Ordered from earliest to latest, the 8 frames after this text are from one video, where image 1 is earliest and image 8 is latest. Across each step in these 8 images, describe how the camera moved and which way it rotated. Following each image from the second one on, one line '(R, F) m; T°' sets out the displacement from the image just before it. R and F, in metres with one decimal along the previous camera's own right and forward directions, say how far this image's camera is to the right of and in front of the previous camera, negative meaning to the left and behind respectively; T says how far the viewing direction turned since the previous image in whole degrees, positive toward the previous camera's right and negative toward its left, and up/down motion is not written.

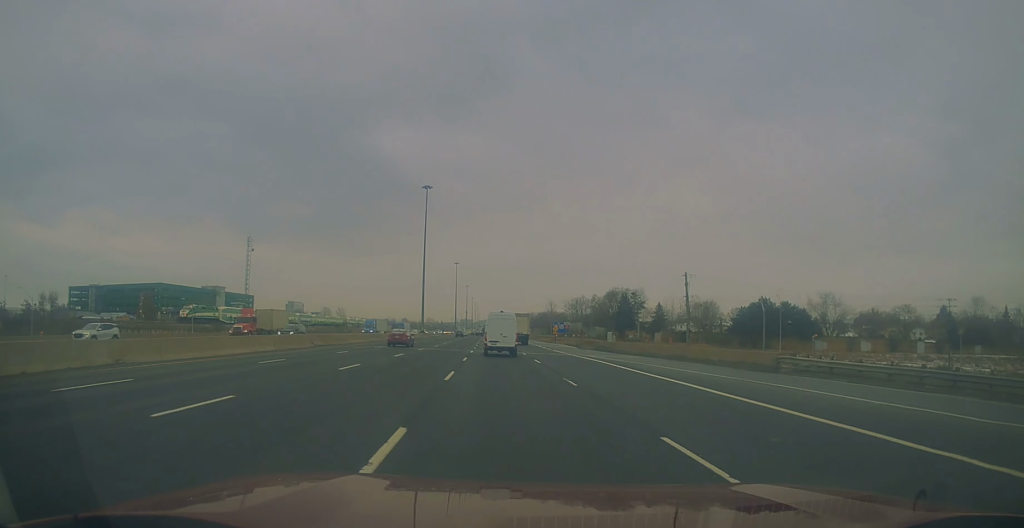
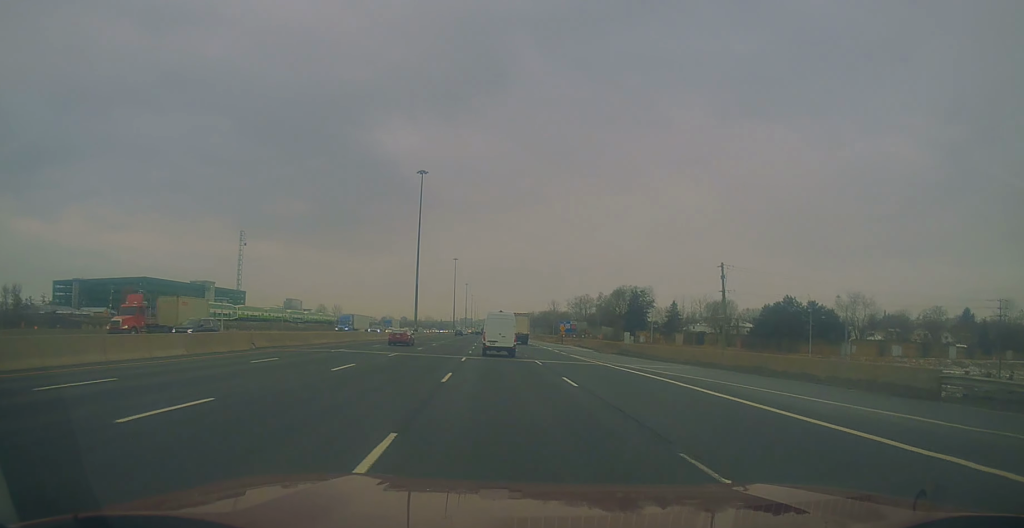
(+0.2, +12.7) m; +1°
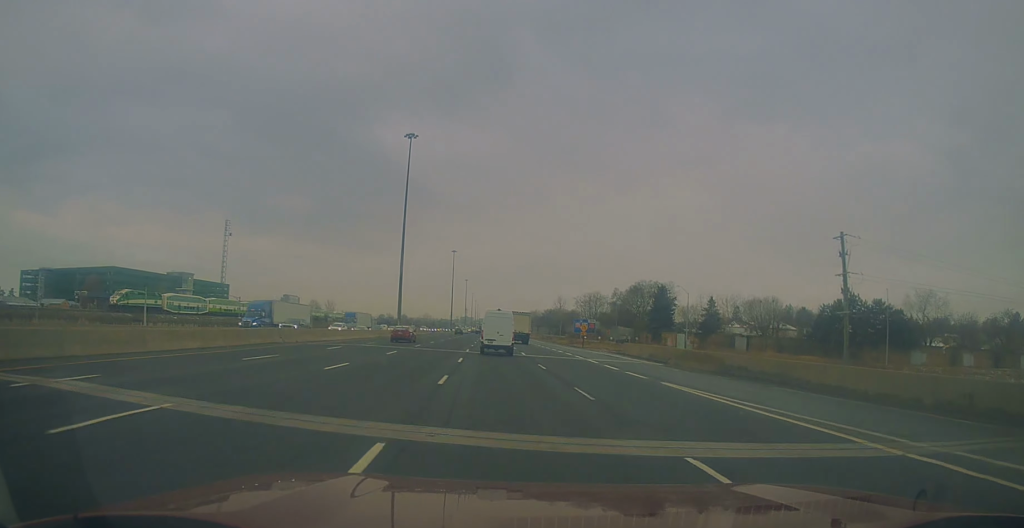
(-0.1, +24.4) m; 0°
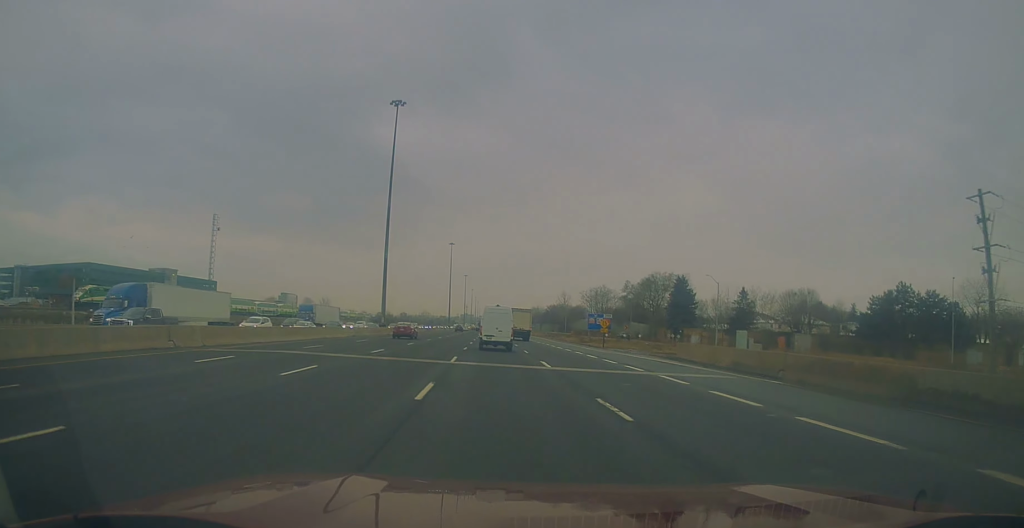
(0.0, +15.6) m; 0°
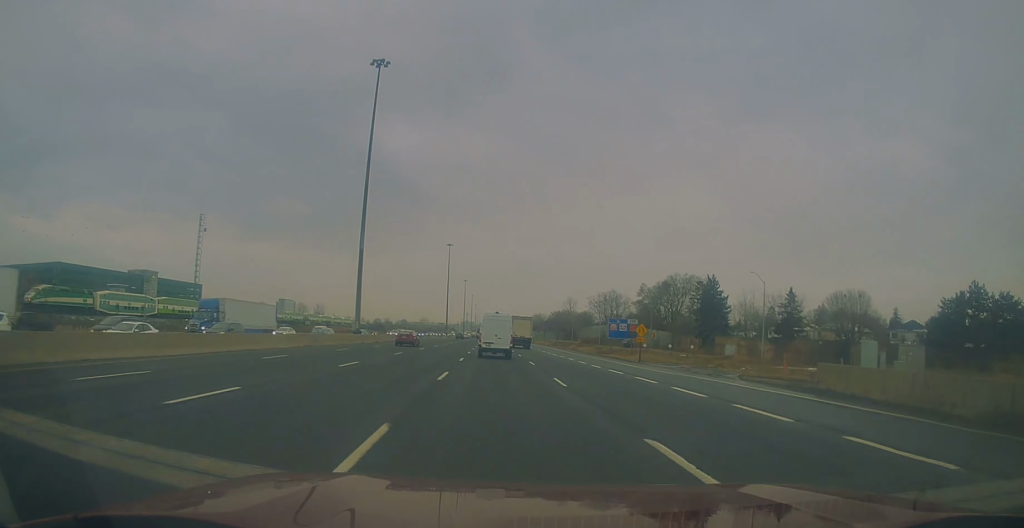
(-0.1, +17.6) m; +1°
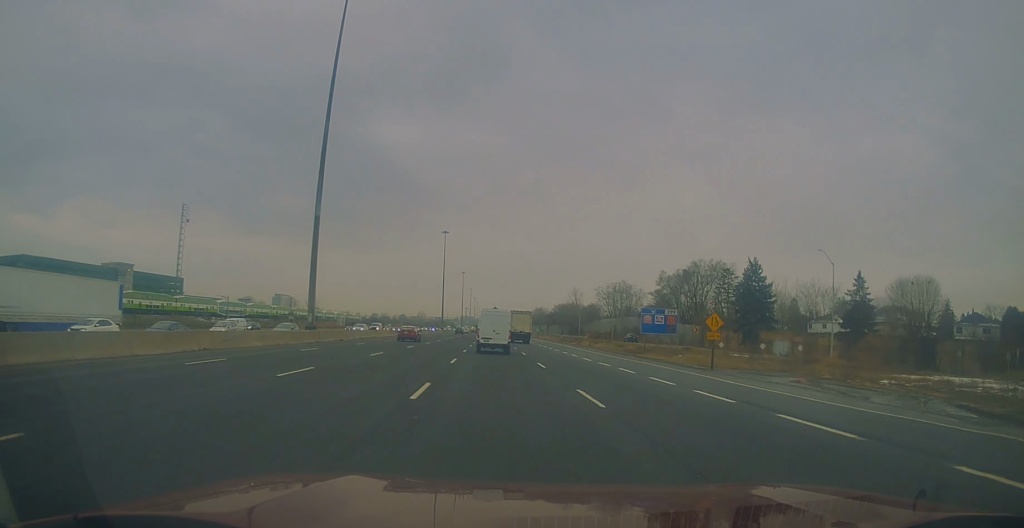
(+0.3, +18.6) m; 0°
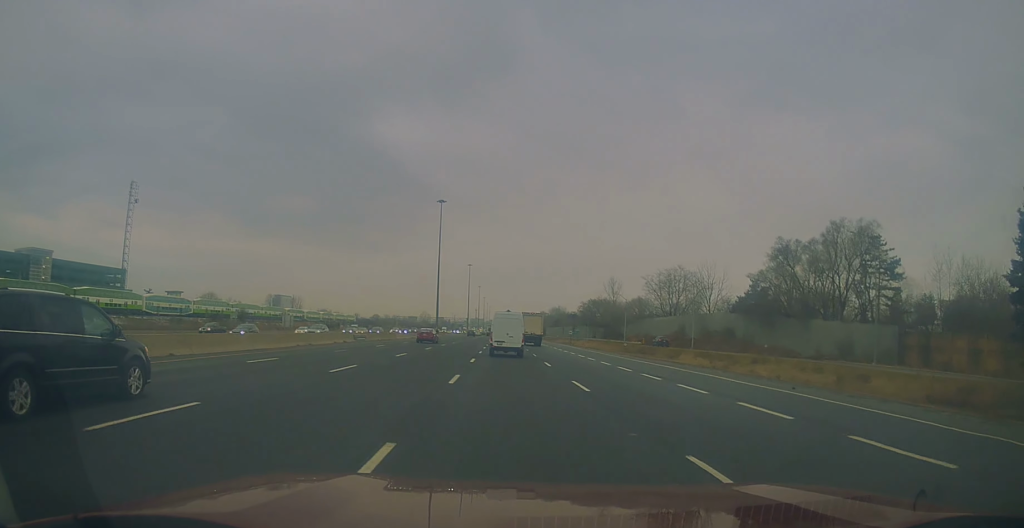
(-1.0, +55.8) m; -1°
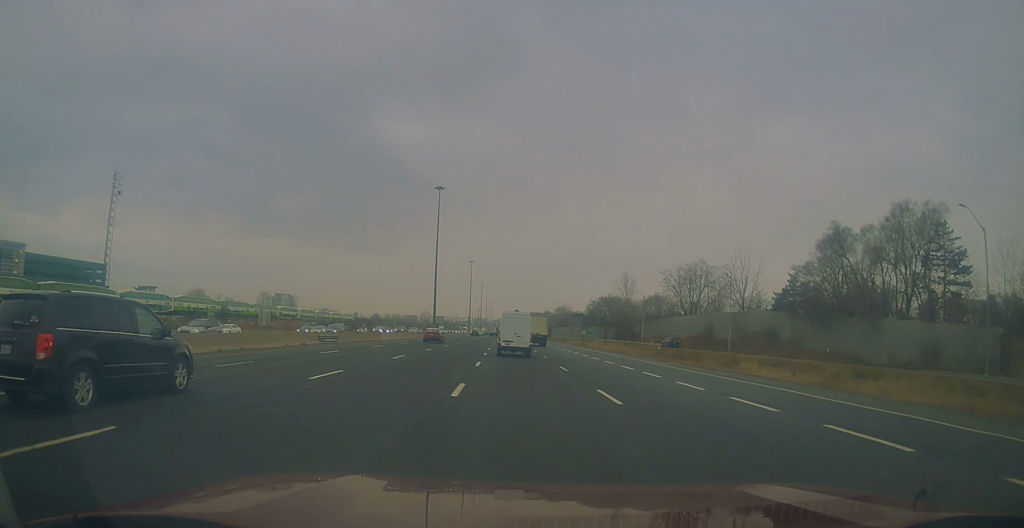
(+0.2, +14.8) m; 0°
